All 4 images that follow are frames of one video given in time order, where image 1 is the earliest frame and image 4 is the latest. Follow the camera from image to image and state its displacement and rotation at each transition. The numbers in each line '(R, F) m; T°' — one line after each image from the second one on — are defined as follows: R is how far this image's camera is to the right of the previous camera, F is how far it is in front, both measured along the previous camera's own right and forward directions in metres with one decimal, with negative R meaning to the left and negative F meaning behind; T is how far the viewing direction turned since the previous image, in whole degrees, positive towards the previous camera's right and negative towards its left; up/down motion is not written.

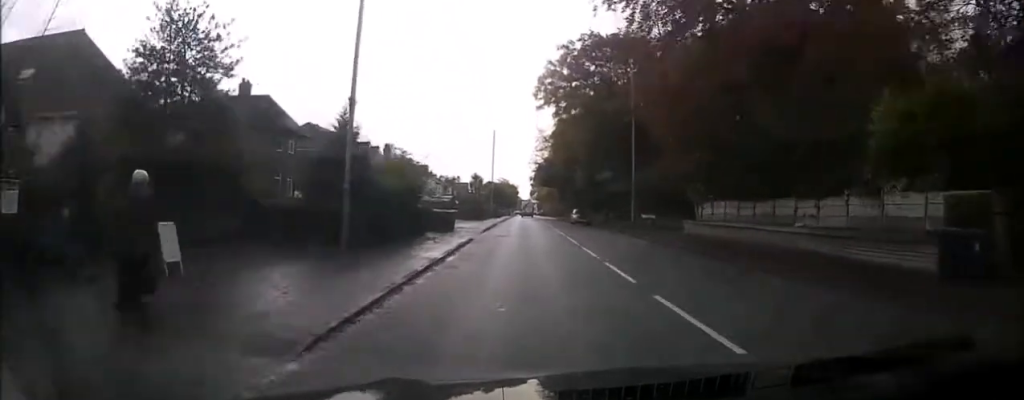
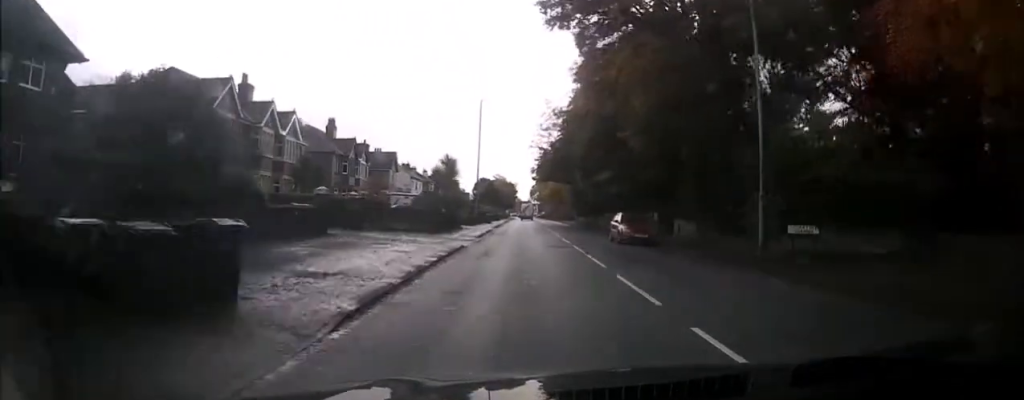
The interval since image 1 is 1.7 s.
(0.0, +25.6) m; +1°
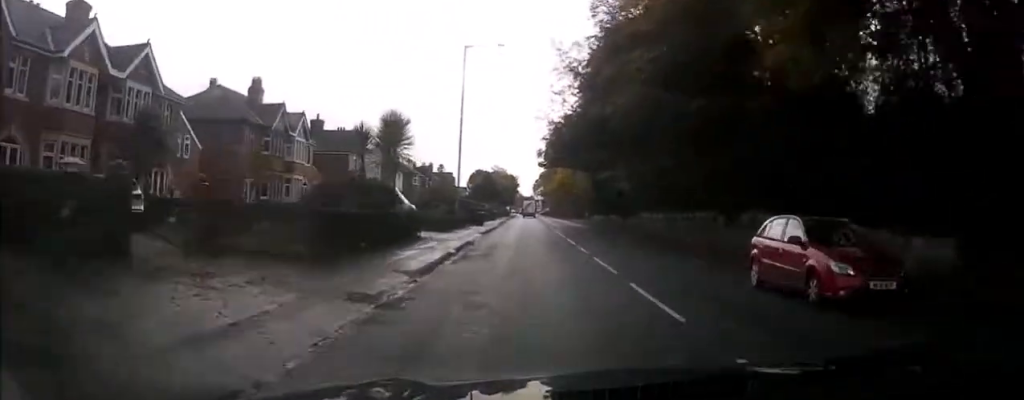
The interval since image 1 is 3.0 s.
(+0.1, +19.1) m; 0°
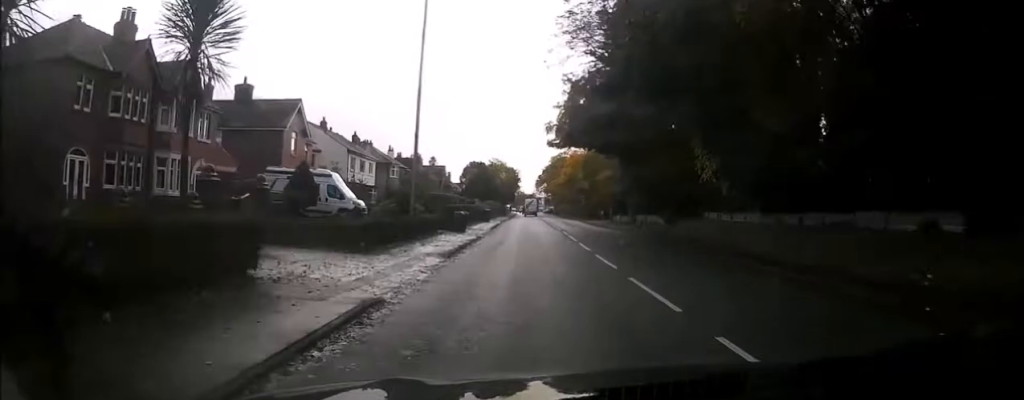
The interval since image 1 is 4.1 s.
(+0.1, +16.5) m; 0°
